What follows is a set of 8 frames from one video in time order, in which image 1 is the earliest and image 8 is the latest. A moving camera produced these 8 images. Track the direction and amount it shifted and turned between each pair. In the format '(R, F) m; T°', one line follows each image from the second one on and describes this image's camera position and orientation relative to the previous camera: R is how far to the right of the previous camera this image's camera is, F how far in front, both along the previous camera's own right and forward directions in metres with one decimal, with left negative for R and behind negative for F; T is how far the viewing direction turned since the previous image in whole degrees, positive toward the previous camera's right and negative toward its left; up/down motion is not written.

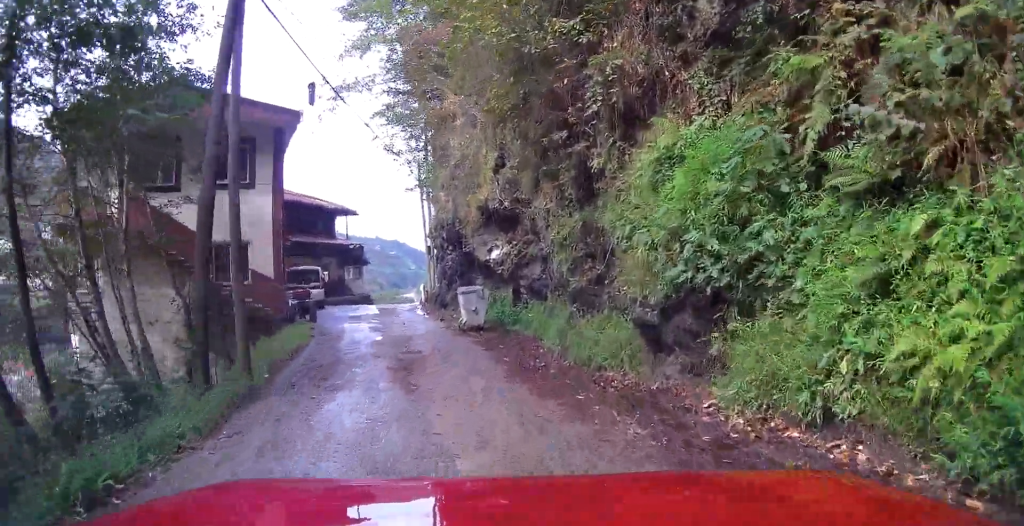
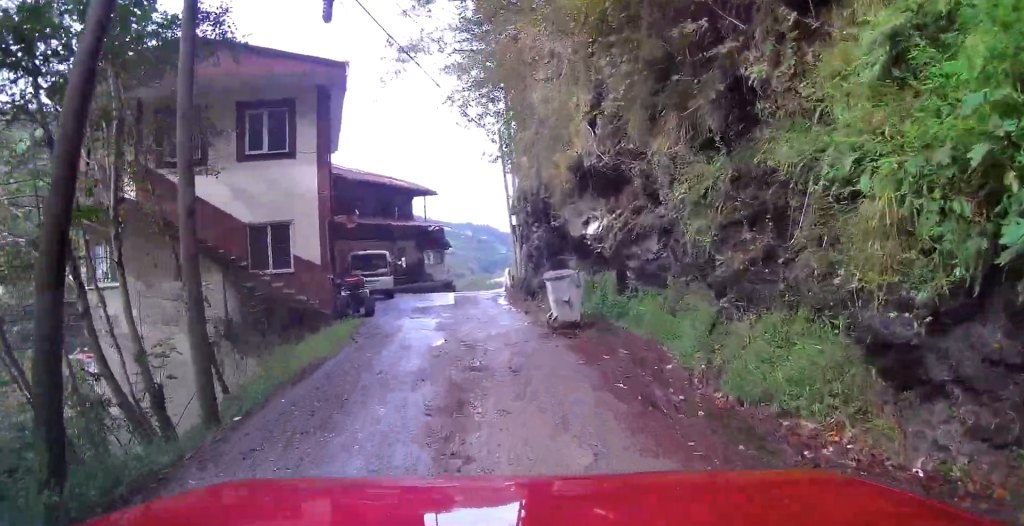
(0.0, +2.9) m; -2°
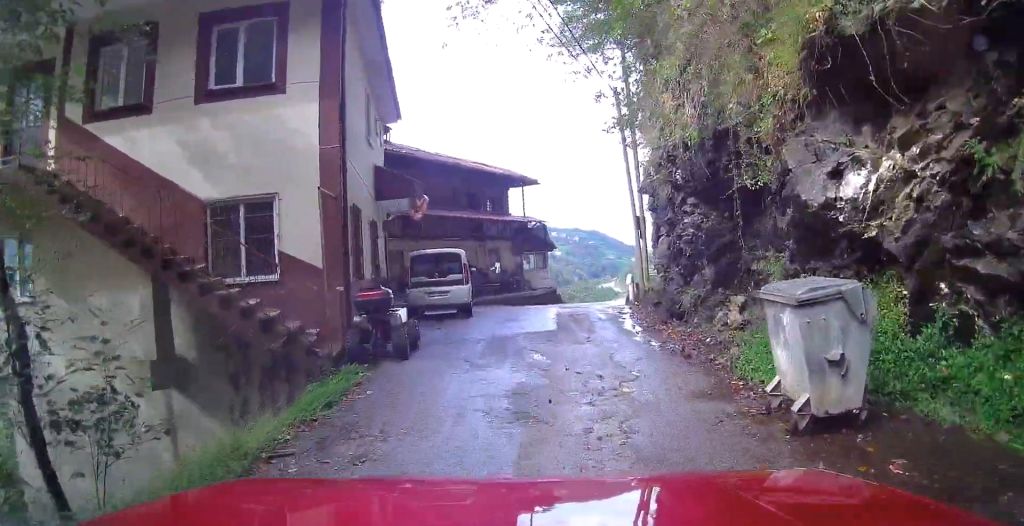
(-0.5, +5.3) m; -10°
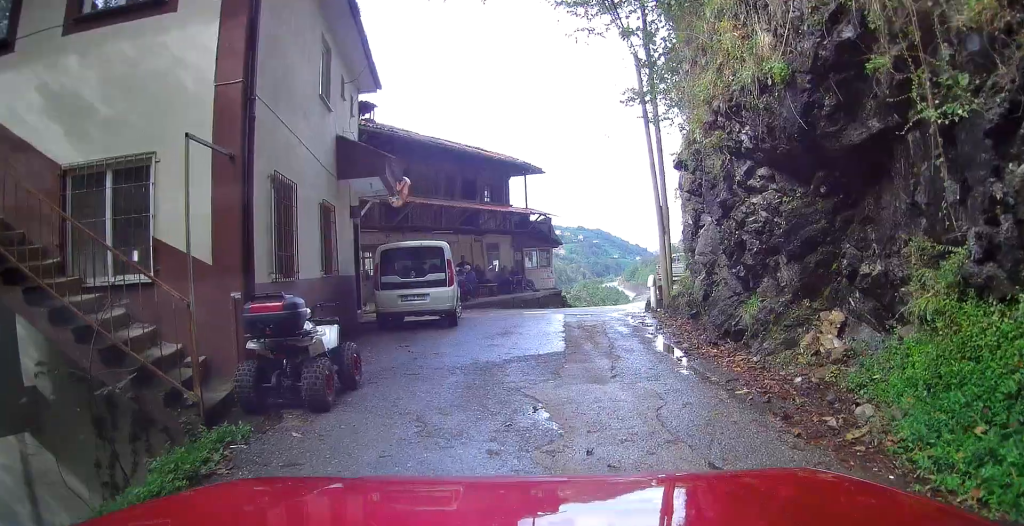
(0.0, +2.5) m; -5°
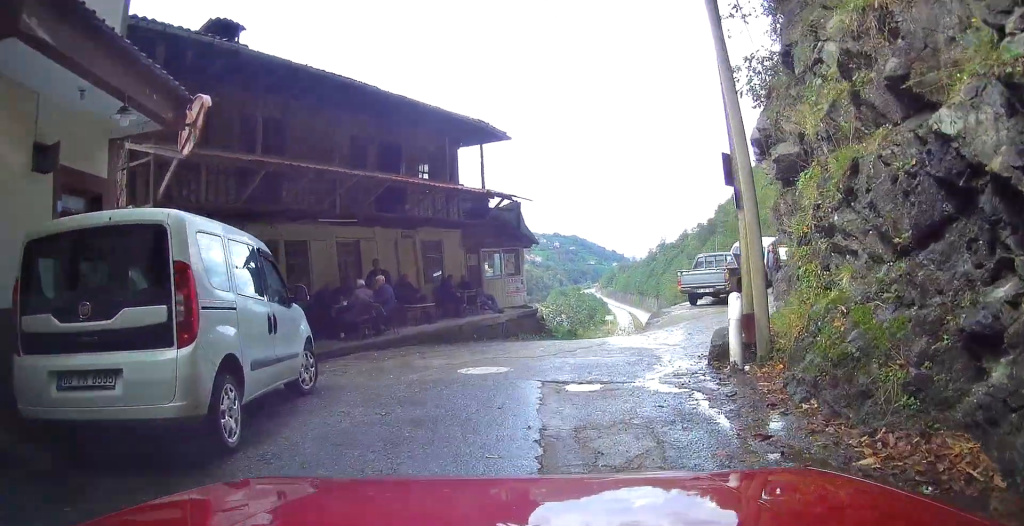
(-1.3, +7.1) m; -14°
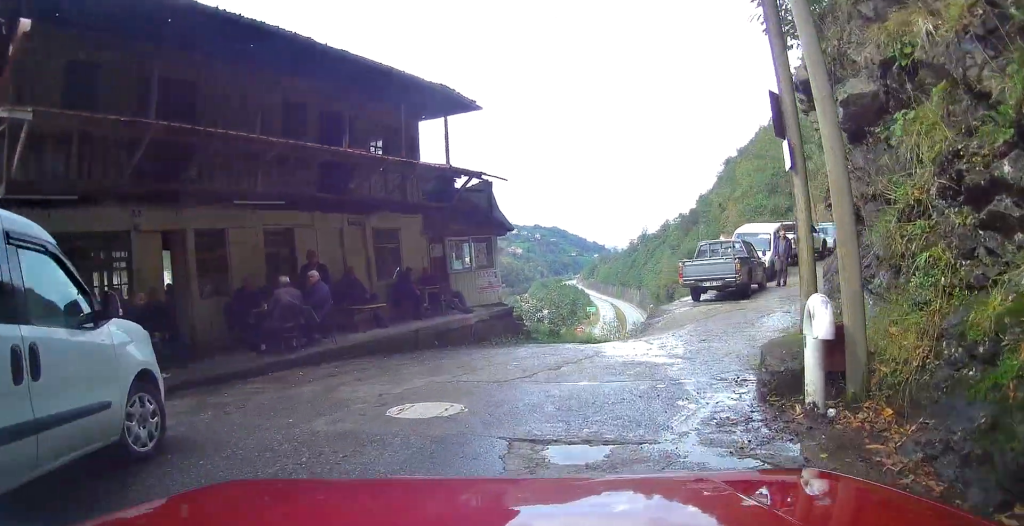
(-0.3, +2.5) m; 0°
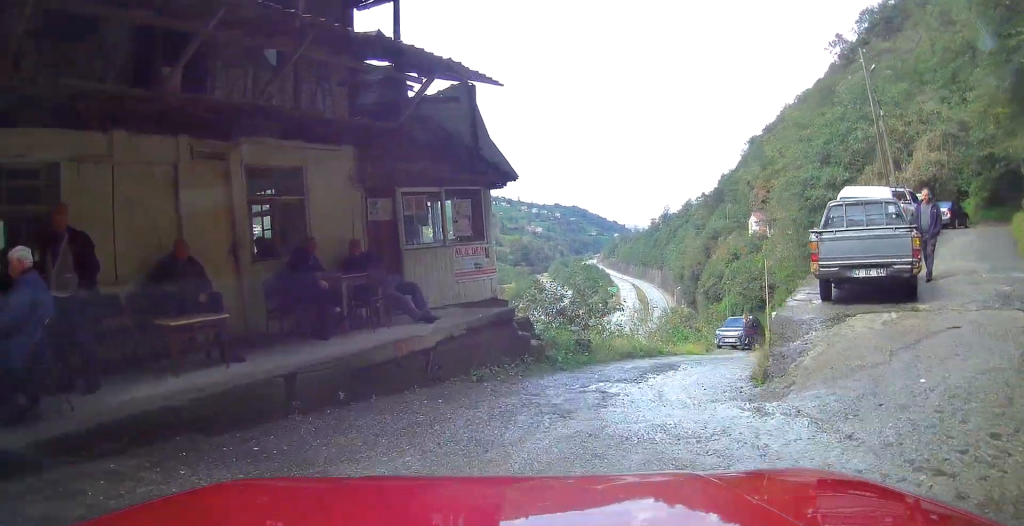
(+0.4, +6.5) m; 0°
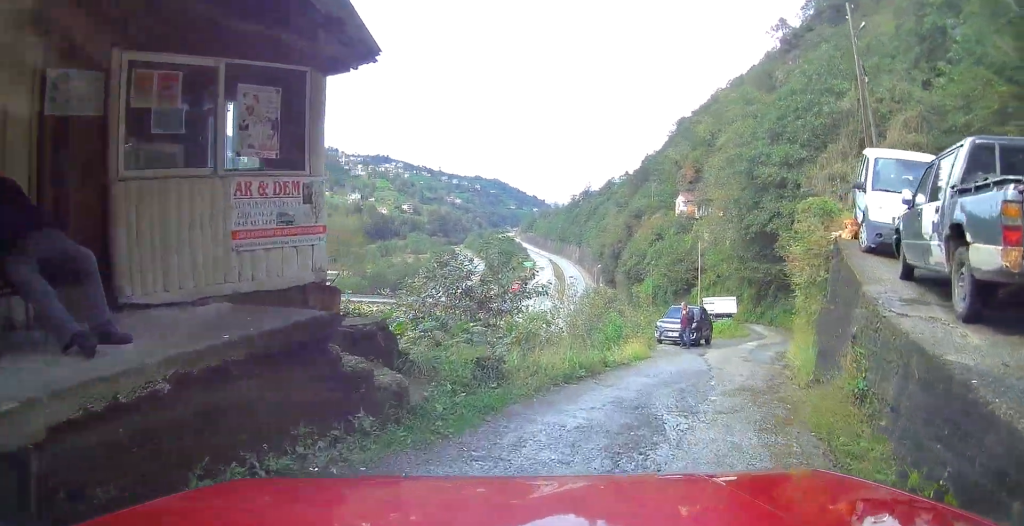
(-0.1, +4.7) m; +2°
